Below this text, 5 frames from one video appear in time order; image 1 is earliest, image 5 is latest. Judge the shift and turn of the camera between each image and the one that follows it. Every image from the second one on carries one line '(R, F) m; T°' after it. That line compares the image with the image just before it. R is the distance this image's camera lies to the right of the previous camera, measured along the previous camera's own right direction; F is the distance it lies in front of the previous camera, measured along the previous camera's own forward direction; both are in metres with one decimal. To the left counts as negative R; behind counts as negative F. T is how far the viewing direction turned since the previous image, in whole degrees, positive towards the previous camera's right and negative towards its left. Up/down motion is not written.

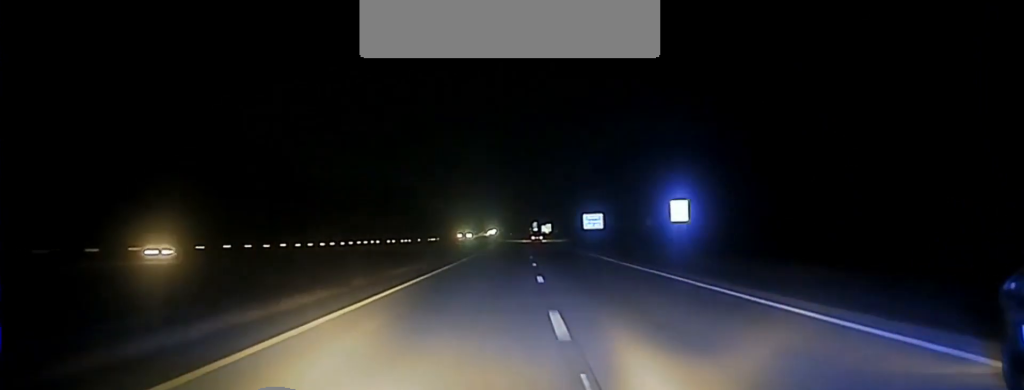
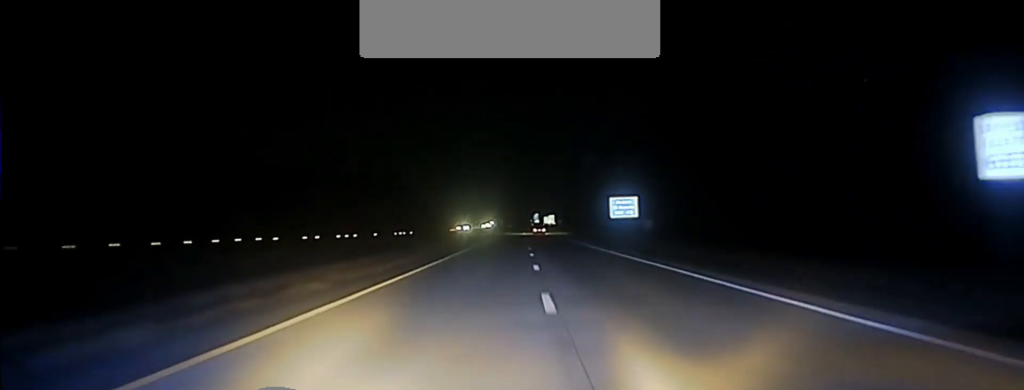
(0.0, +35.2) m; +1°
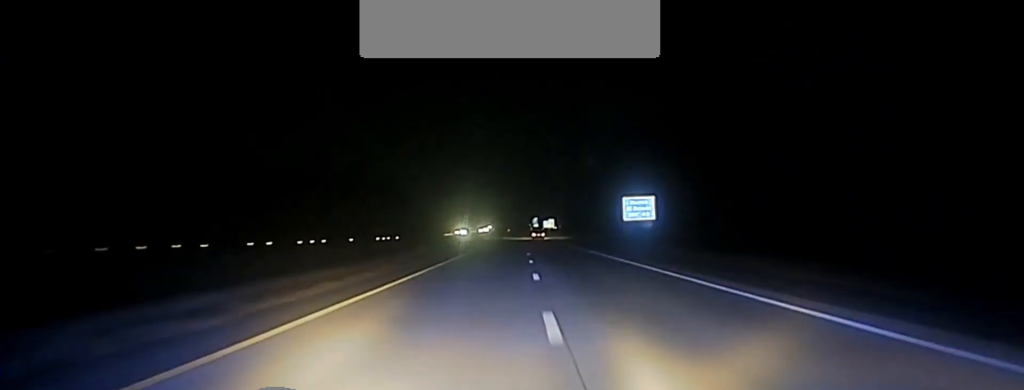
(+0.1, +12.2) m; 0°
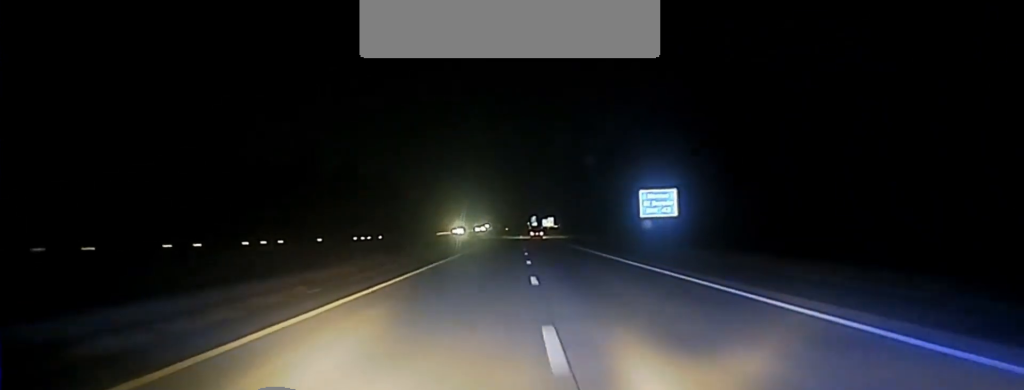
(0.0, +10.9) m; 0°
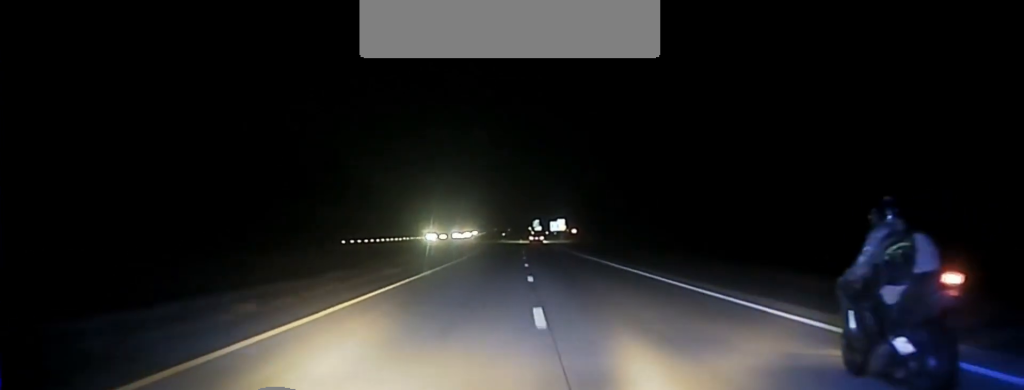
(-1.2, +112.6) m; +1°
